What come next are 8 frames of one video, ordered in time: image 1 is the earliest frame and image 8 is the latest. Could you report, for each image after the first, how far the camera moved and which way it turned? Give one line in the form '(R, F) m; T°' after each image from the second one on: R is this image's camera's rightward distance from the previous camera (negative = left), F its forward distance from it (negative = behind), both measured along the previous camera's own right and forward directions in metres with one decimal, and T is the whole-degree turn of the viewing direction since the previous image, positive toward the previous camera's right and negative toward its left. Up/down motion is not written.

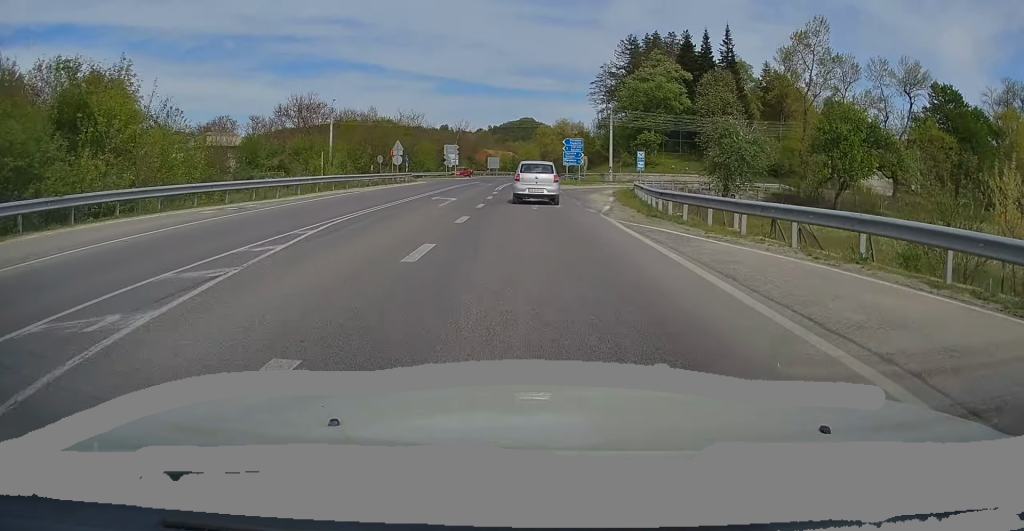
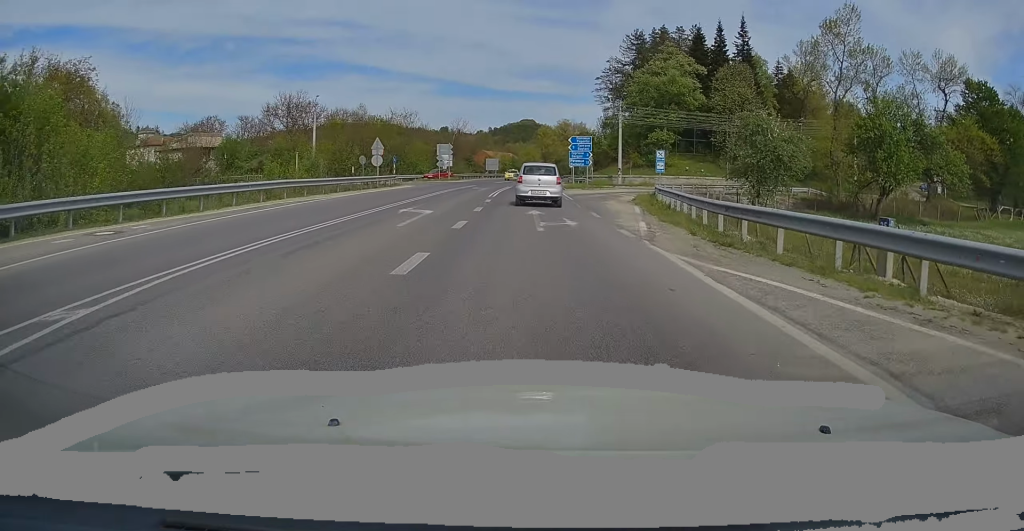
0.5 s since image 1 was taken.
(0.0, +6.8) m; 0°
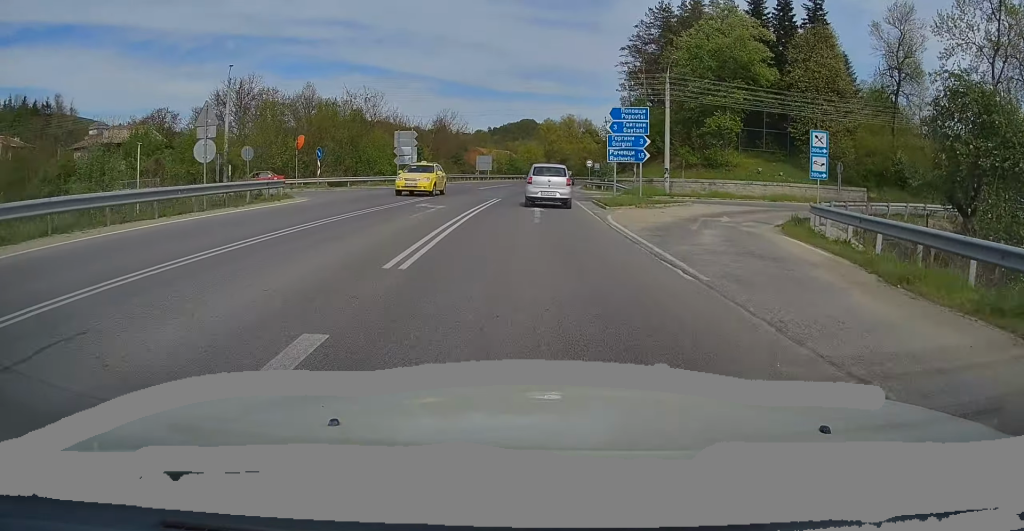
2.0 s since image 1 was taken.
(+0.6, +22.6) m; +1°
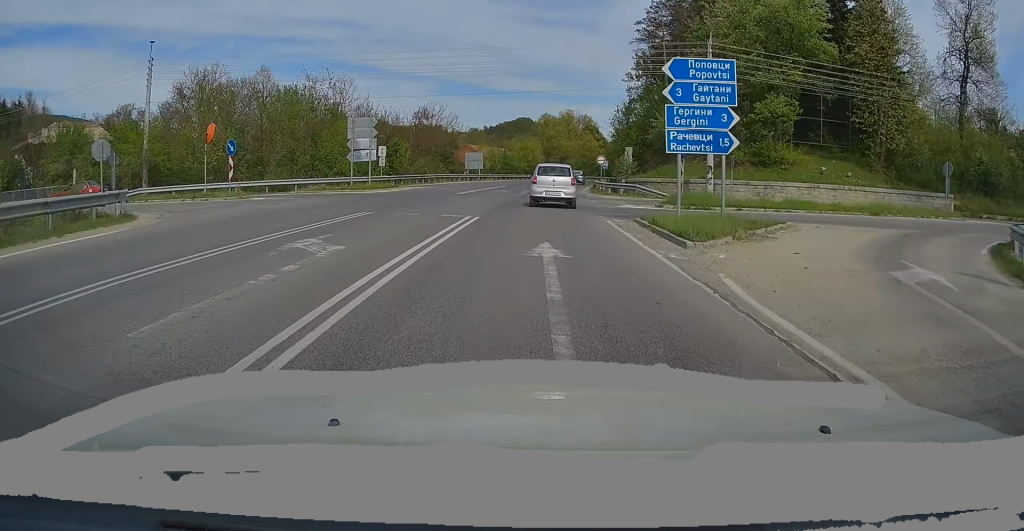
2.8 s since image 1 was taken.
(-0.3, +11.6) m; 0°
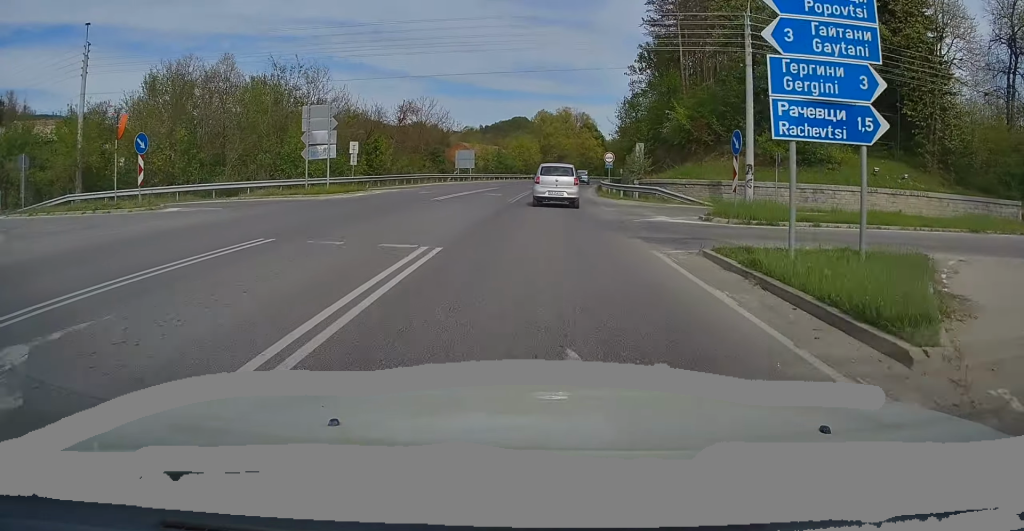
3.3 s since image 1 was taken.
(0.0, +6.7) m; 0°
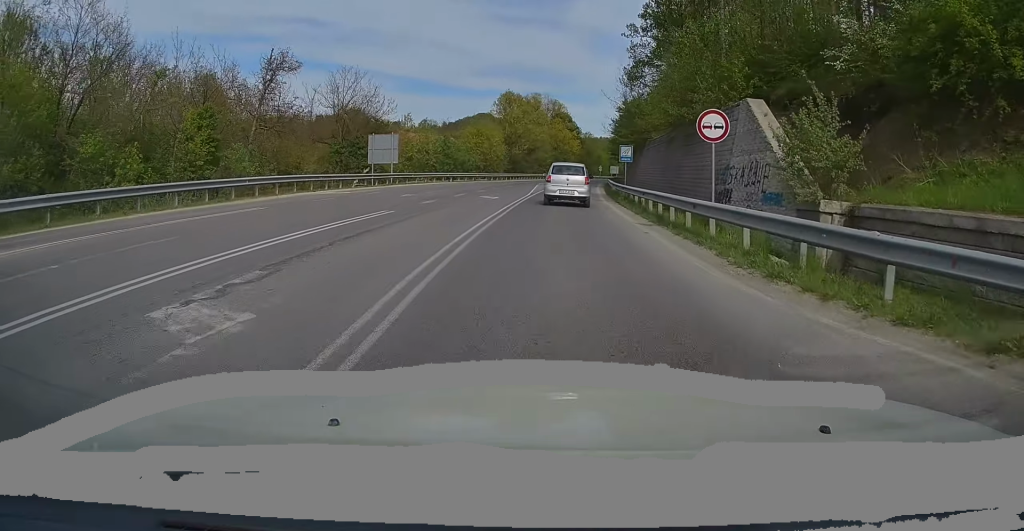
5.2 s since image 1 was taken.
(+0.8, +27.5) m; +3°
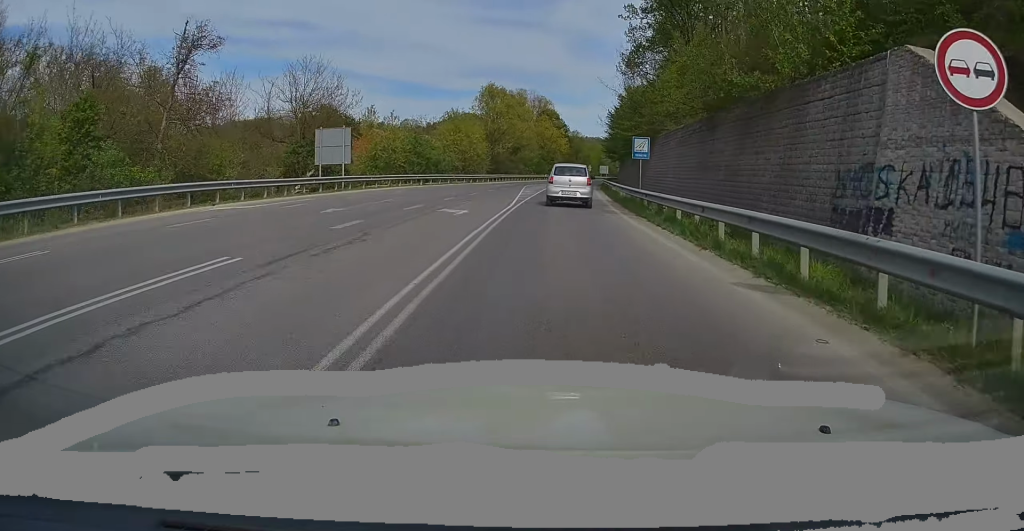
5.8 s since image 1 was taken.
(+0.2, +8.8) m; +1°
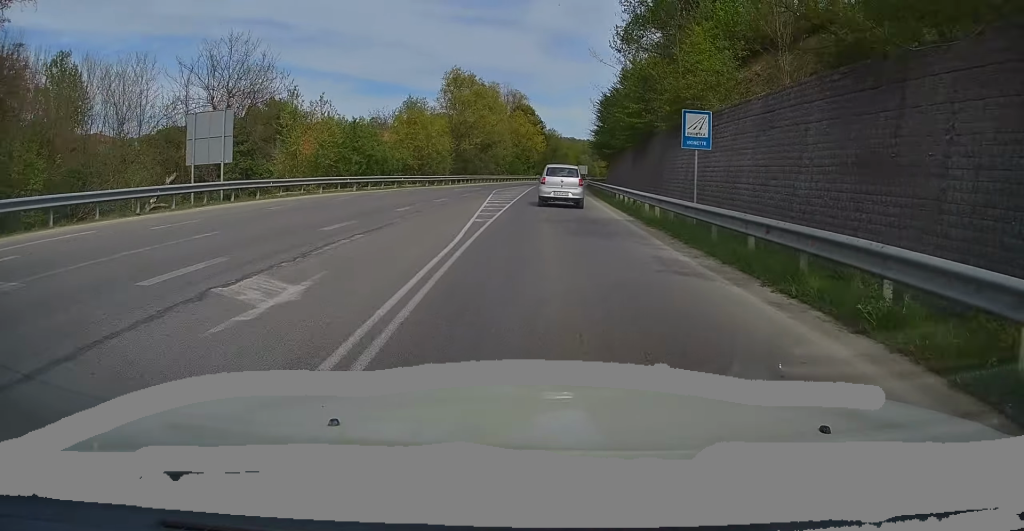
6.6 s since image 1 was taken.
(+0.1, +12.3) m; +1°
